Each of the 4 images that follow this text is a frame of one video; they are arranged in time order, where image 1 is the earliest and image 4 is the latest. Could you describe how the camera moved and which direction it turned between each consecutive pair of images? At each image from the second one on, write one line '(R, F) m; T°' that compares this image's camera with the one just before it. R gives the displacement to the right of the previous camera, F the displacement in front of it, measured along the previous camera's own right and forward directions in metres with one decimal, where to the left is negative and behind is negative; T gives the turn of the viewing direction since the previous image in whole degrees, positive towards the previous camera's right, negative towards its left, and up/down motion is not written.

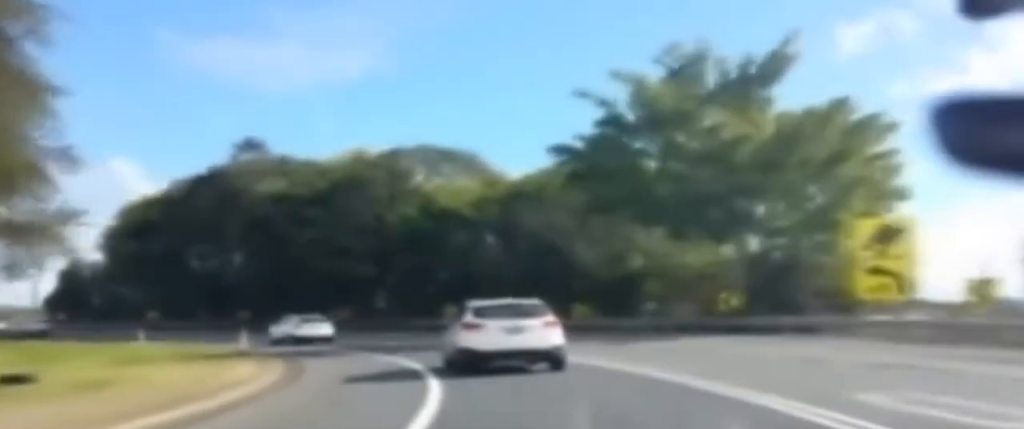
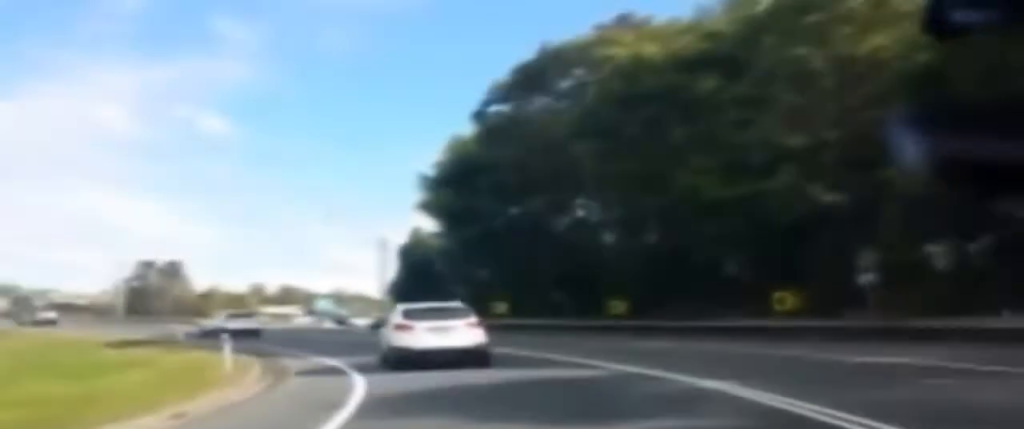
(-7.6, +36.1) m; -27°
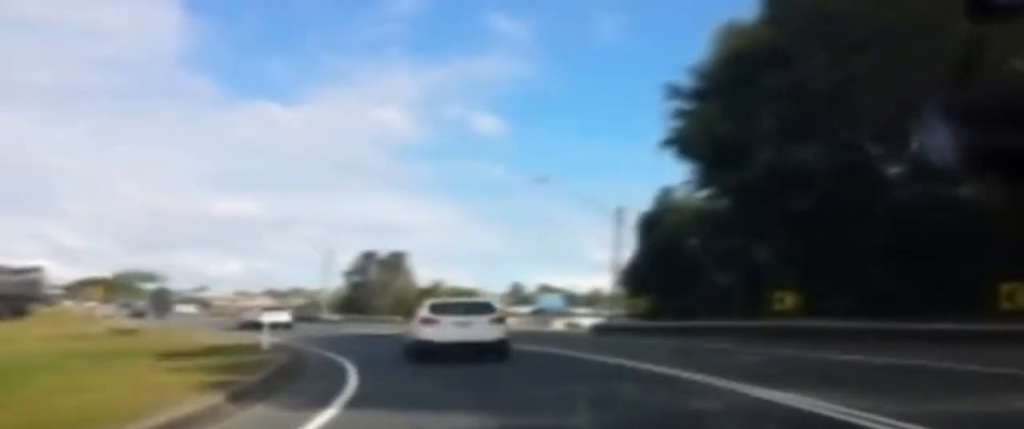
(-1.6, +16.1) m; -11°
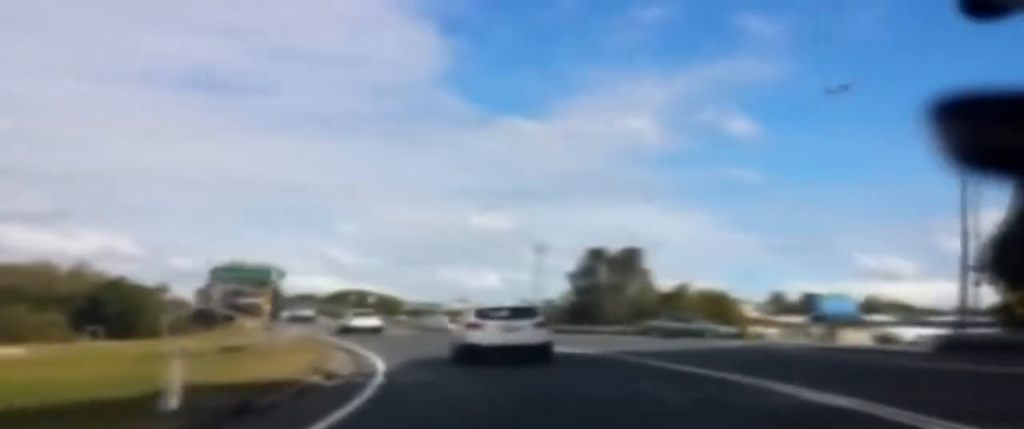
(-1.7, +16.5) m; -13°
